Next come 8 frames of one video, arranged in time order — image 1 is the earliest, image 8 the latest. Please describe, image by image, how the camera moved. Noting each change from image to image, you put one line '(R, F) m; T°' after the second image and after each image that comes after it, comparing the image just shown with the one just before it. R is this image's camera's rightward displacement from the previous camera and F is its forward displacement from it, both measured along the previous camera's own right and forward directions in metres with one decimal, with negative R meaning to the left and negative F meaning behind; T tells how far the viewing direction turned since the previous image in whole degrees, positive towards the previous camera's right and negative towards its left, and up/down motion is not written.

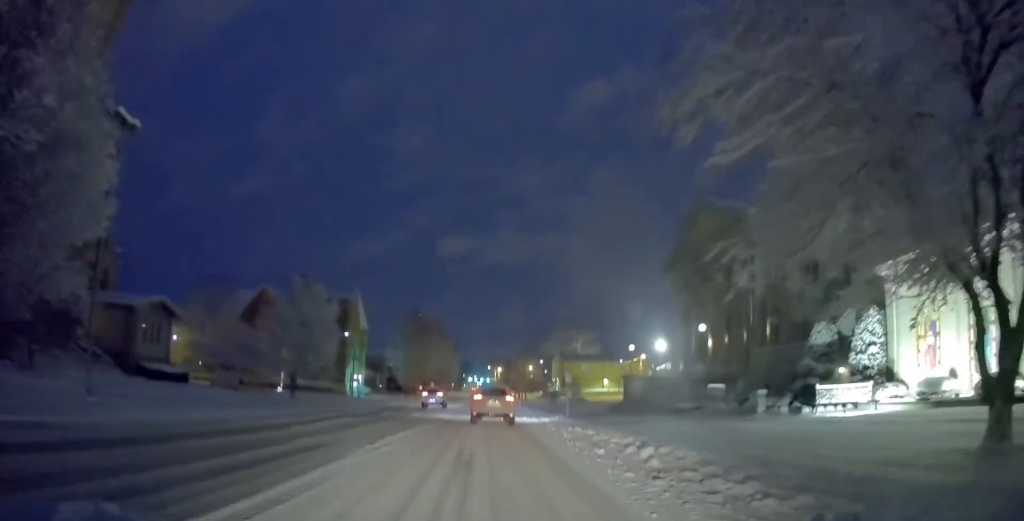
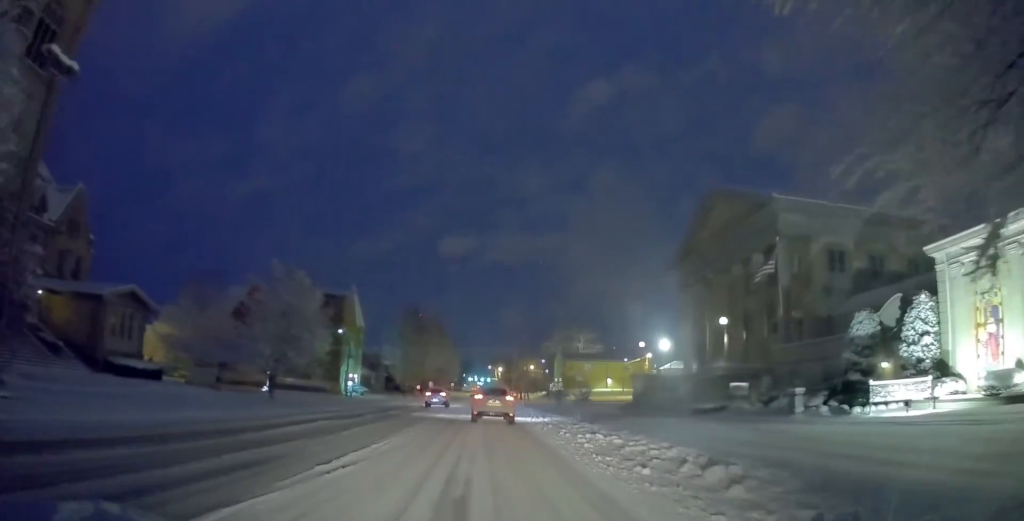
(0.0, +3.9) m; 0°
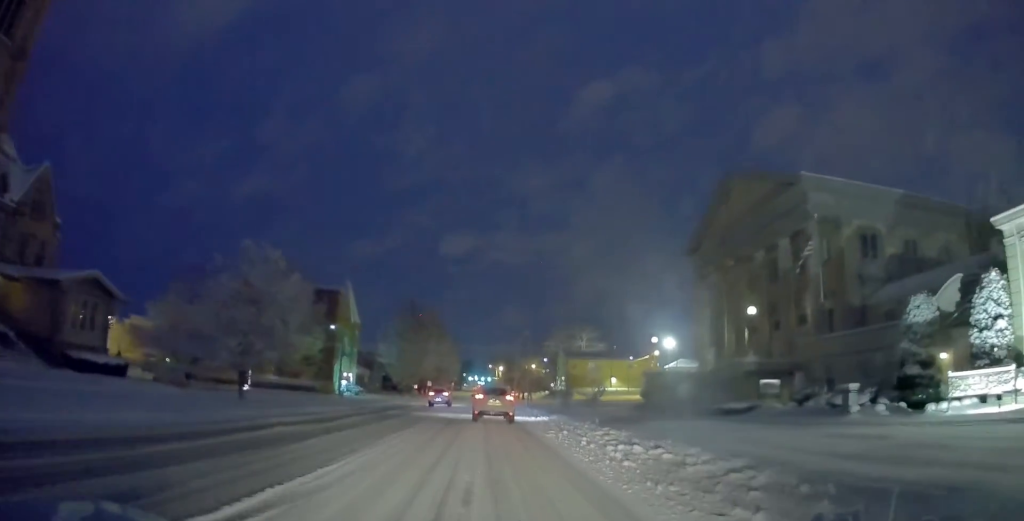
(0.0, +4.3) m; 0°
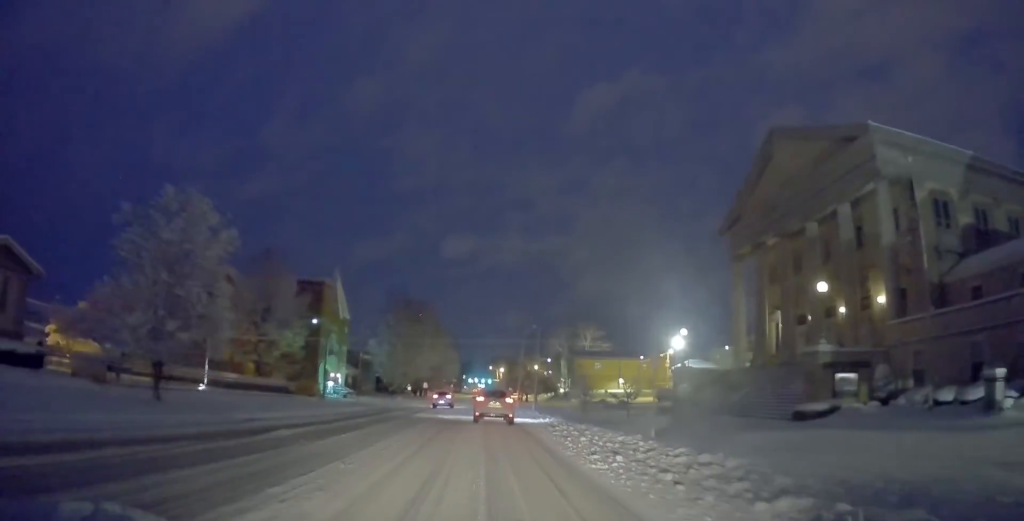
(0.0, +7.7) m; 0°
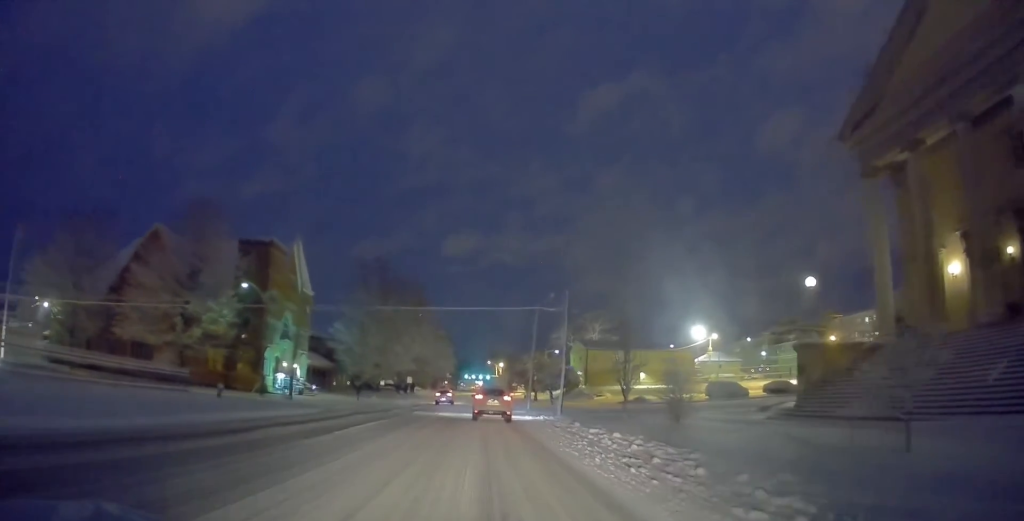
(-0.2, +18.0) m; -3°
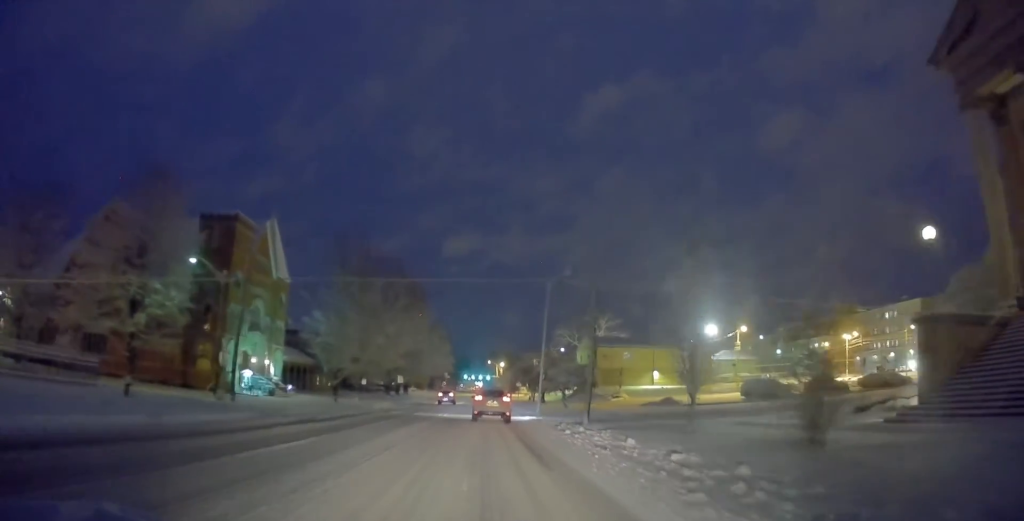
(-0.1, +8.9) m; 0°
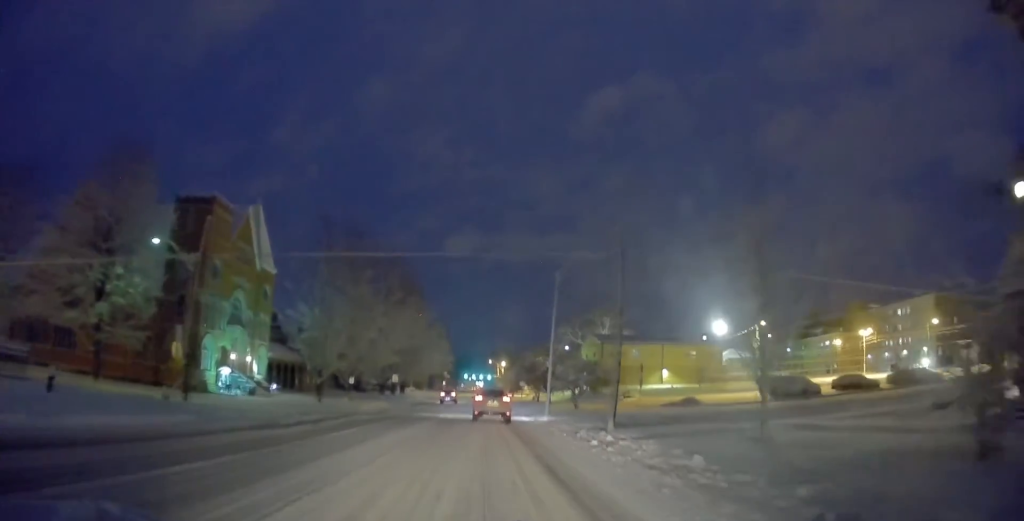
(+0.2, +4.9) m; 0°
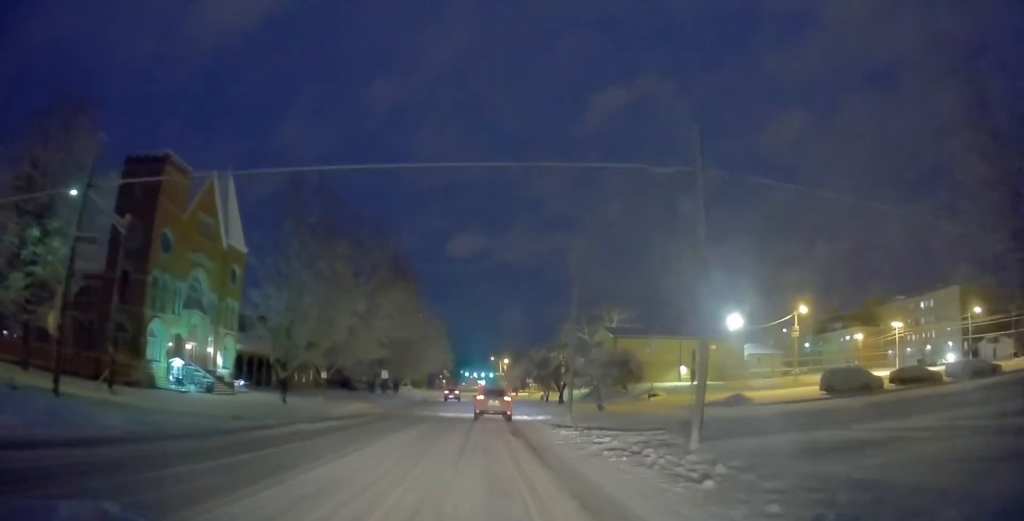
(-0.3, +8.3) m; +1°
